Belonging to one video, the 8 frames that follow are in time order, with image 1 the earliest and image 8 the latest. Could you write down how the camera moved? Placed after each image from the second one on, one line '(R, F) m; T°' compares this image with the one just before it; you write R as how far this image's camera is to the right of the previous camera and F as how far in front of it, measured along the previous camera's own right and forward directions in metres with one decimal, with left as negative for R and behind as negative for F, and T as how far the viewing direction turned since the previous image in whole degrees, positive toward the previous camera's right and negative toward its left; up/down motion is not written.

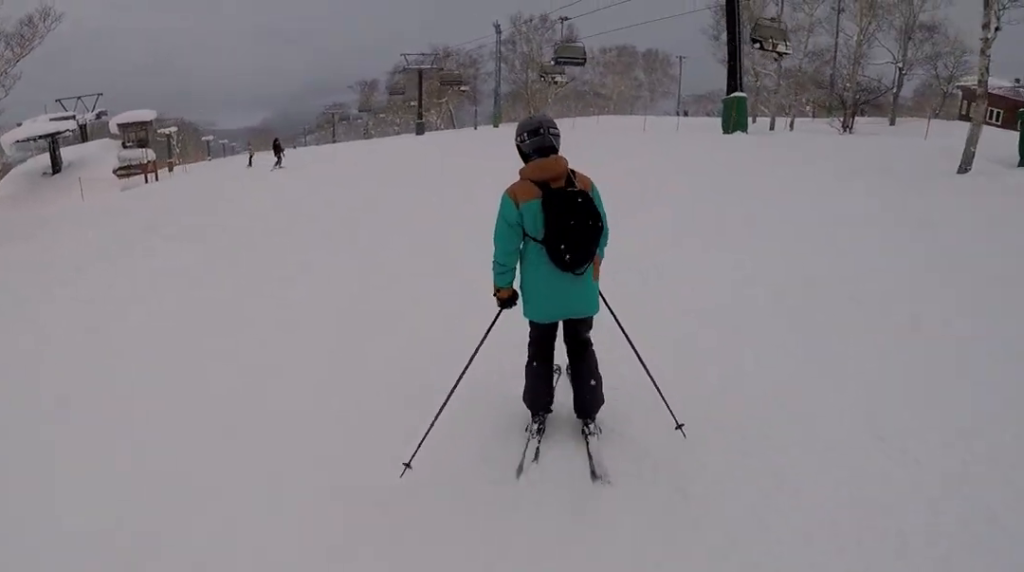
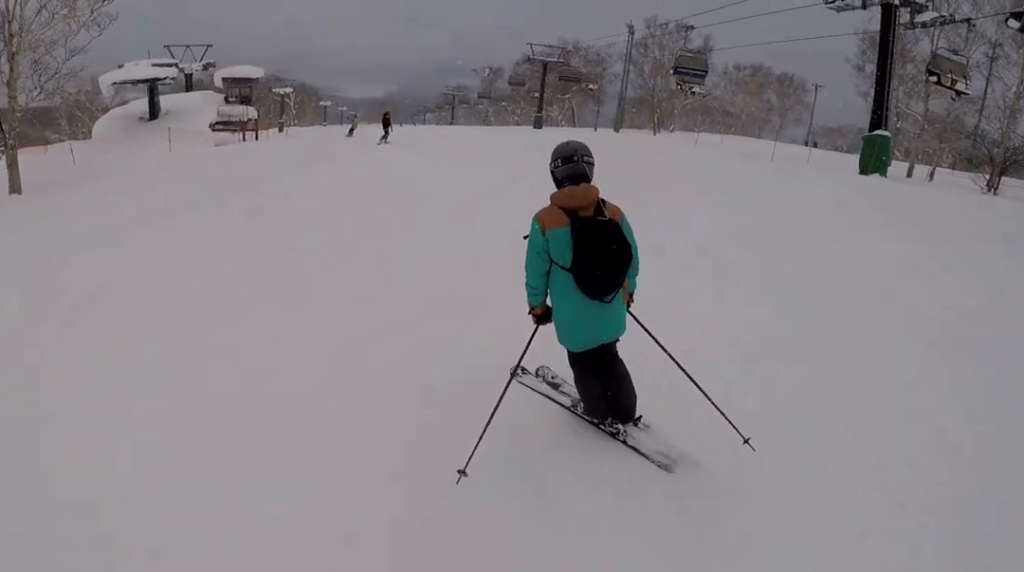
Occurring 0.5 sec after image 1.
(-0.2, +2.1) m; -6°
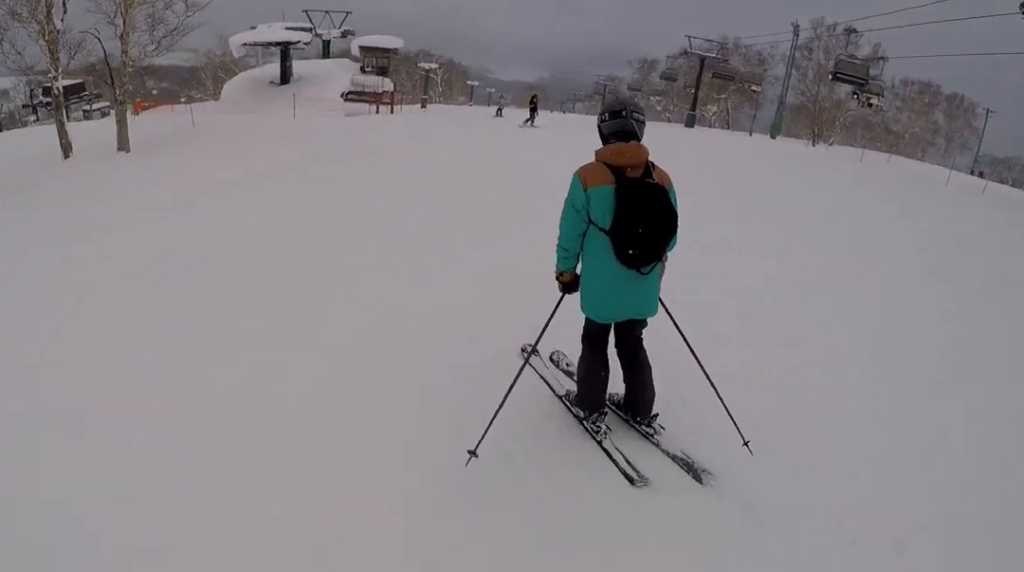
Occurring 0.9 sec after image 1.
(-0.1, +2.1) m; -4°
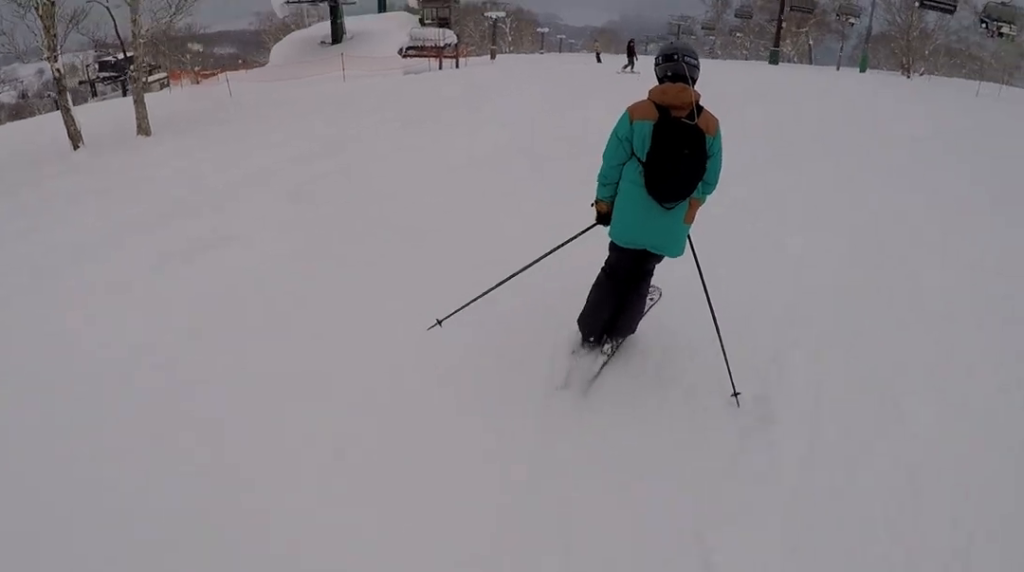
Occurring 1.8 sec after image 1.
(-0.1, +3.9) m; -4°
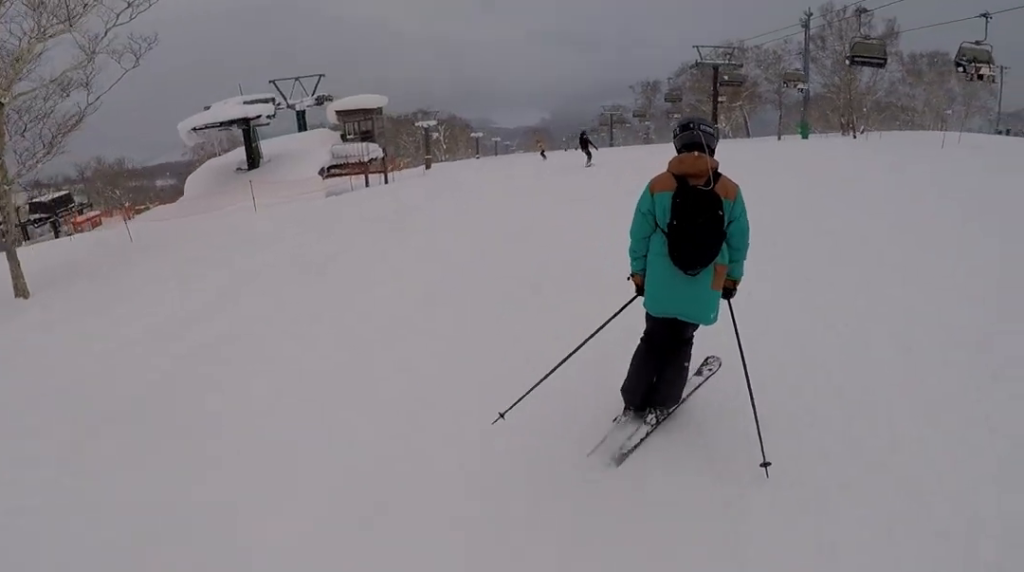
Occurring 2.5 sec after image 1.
(-0.5, +3.7) m; +8°
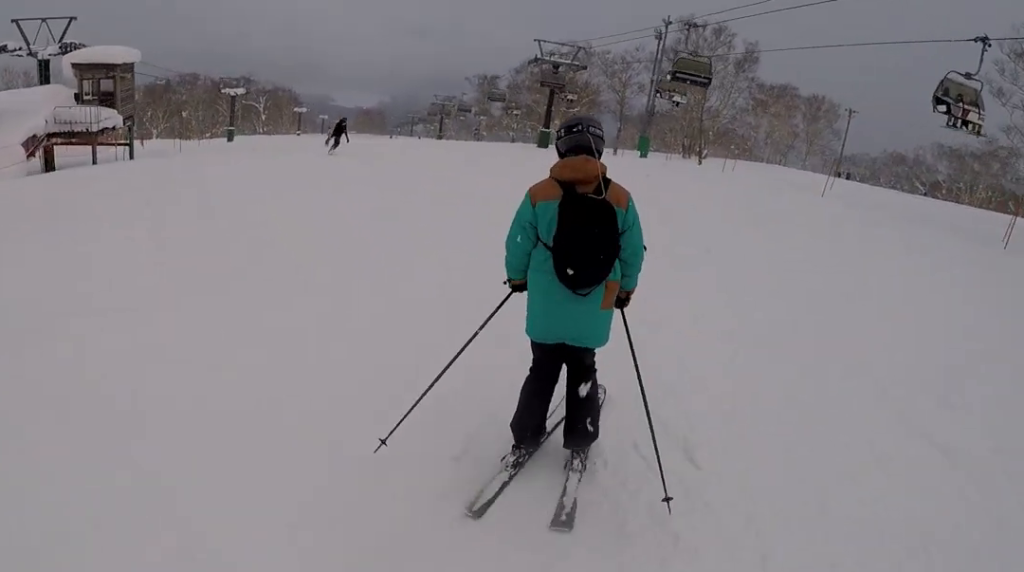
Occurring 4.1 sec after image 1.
(+1.5, +7.7) m; +2°
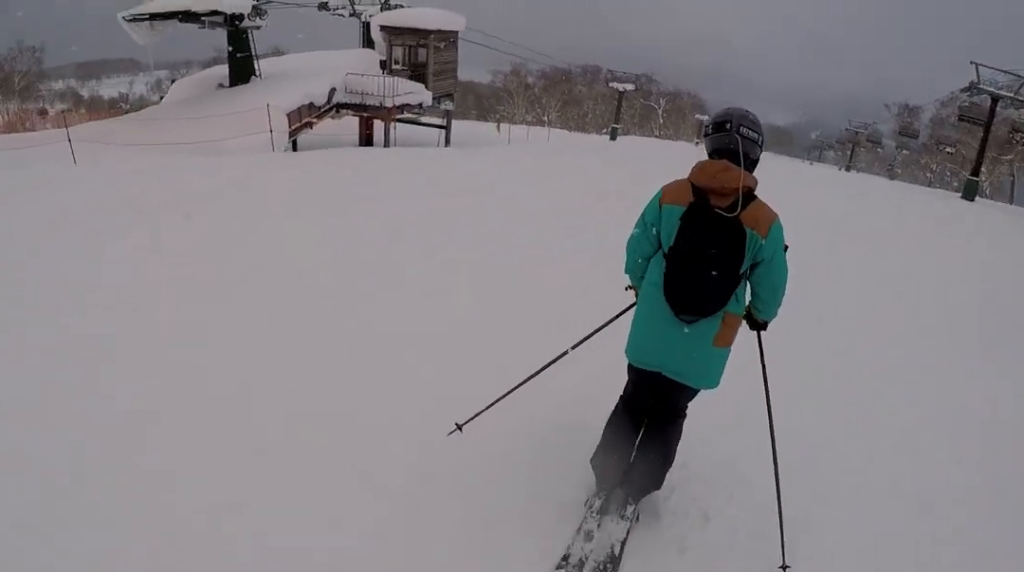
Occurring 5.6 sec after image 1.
(-1.6, +7.5) m; -11°
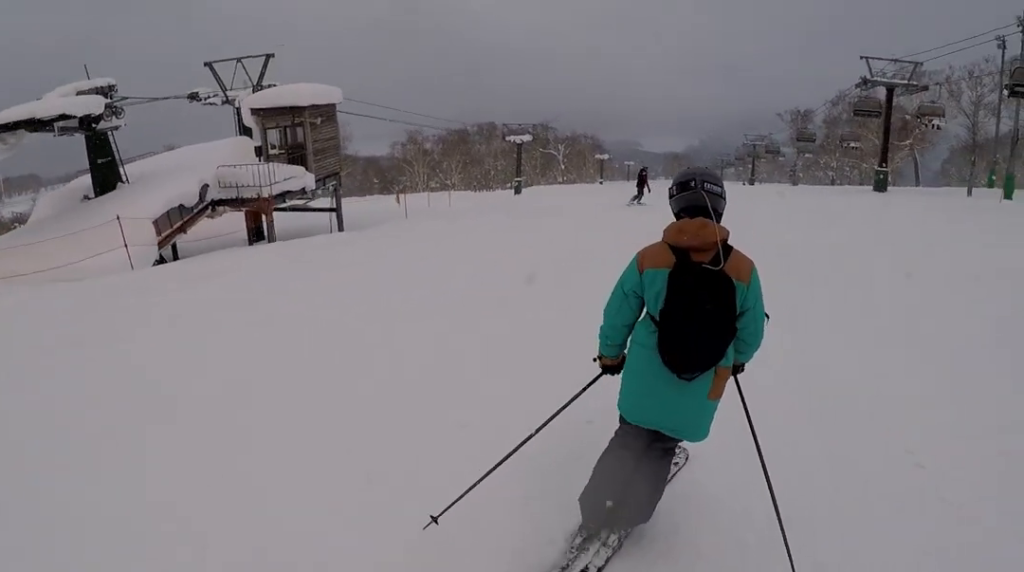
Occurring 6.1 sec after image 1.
(+0.3, +2.2) m; +3°
